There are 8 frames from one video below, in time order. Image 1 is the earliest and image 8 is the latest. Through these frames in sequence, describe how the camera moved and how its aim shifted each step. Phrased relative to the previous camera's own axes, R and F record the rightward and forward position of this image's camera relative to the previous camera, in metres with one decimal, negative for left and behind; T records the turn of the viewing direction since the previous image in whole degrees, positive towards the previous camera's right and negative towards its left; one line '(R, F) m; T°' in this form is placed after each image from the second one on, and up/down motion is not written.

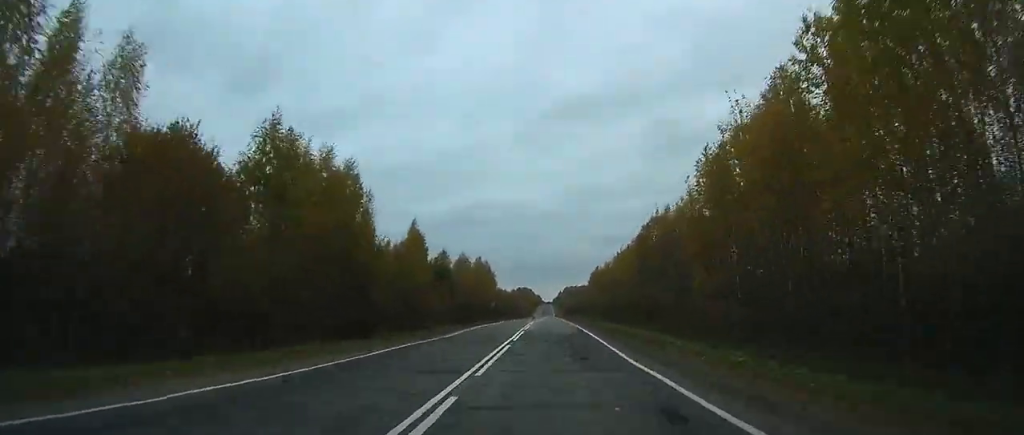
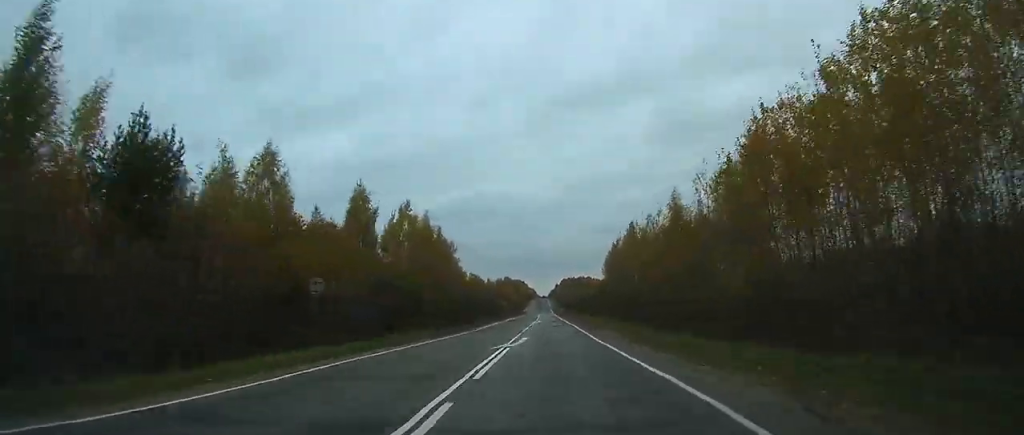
(+0.4, +69.8) m; +1°
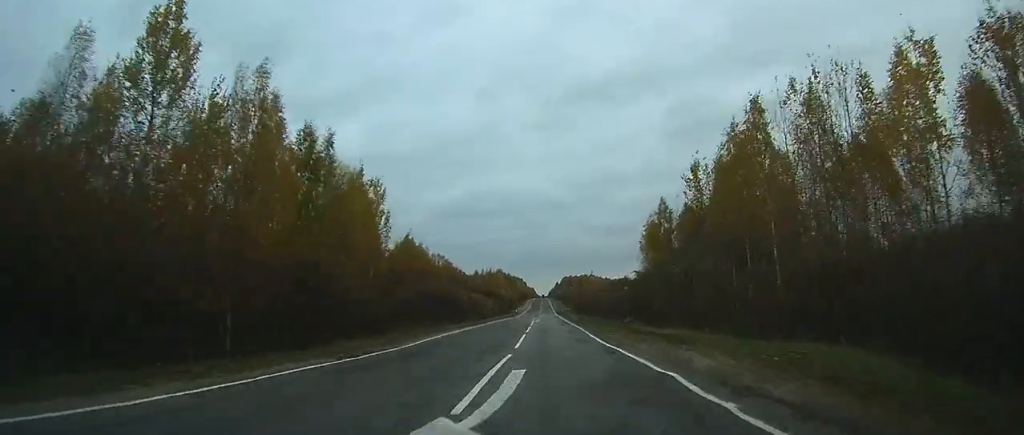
(0.0, +53.5) m; 0°
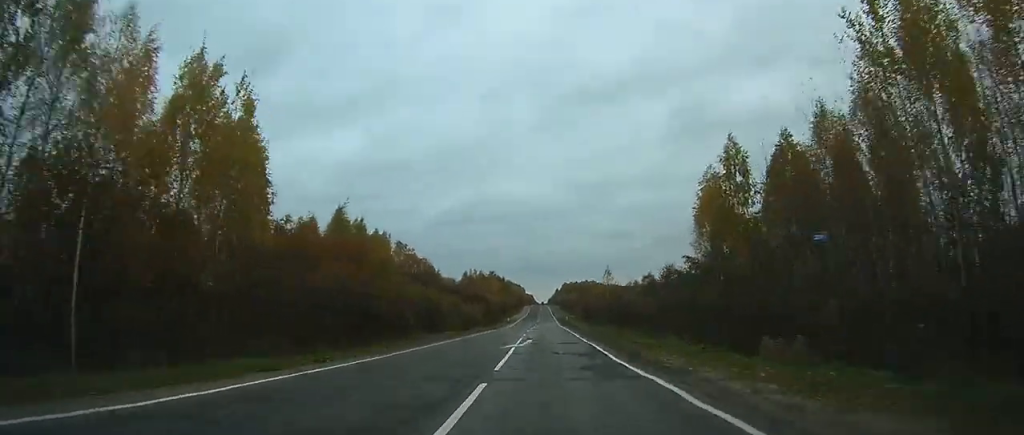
(-0.1, +30.8) m; 0°
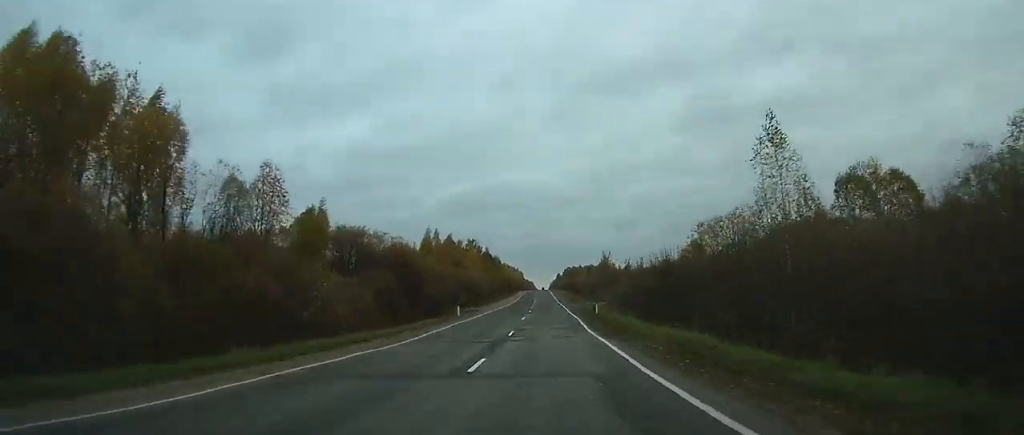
(-0.1, +62.3) m; 0°
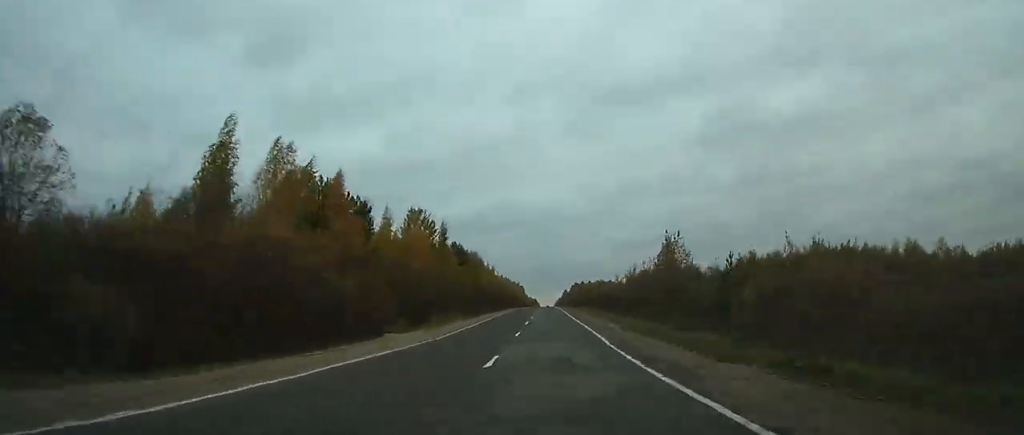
(-0.1, +68.1) m; 0°
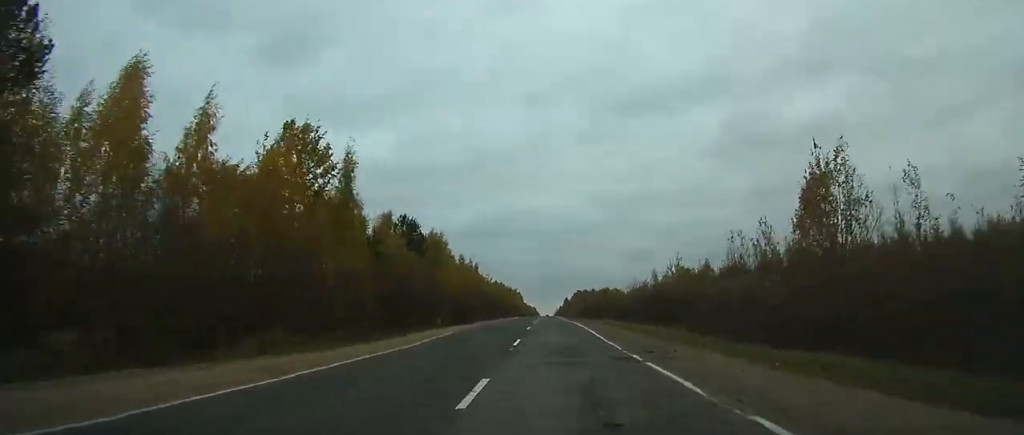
(-0.1, +41.6) m; 0°
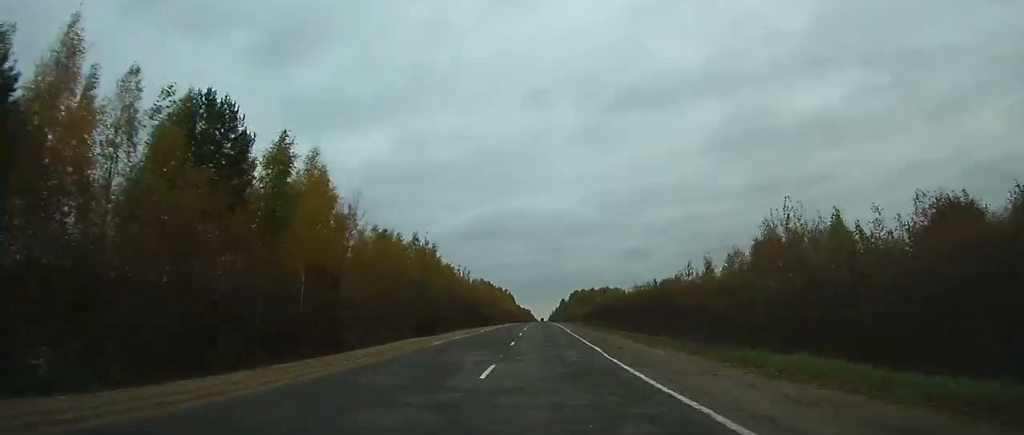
(0.0, +45.5) m; 0°
